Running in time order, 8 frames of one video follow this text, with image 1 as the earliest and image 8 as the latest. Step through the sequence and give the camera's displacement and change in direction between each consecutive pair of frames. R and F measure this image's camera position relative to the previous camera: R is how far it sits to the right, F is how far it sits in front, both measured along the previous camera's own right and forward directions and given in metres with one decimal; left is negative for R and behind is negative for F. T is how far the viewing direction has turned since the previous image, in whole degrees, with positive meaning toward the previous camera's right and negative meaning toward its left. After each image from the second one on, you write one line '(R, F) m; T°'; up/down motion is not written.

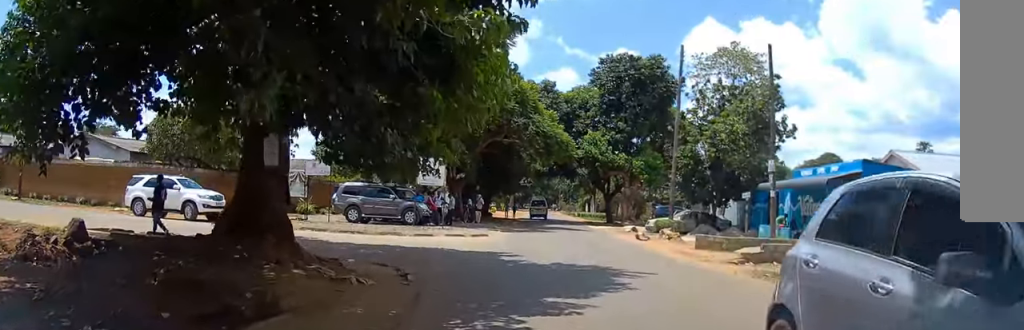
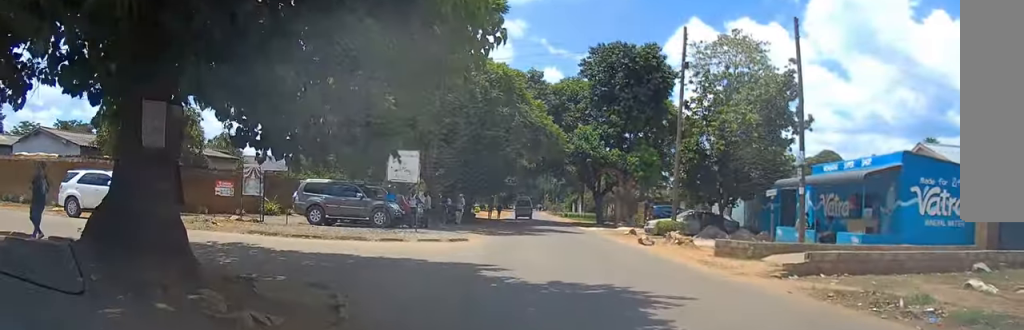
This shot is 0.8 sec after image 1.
(+0.1, +3.8) m; +1°
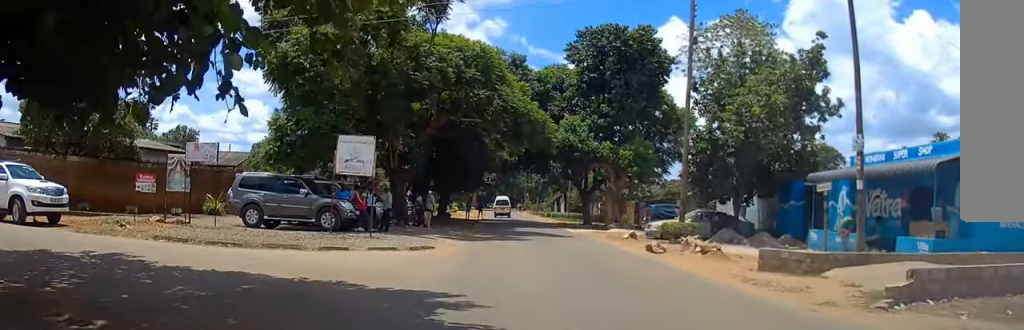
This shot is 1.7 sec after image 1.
(-0.1, +5.1) m; 0°
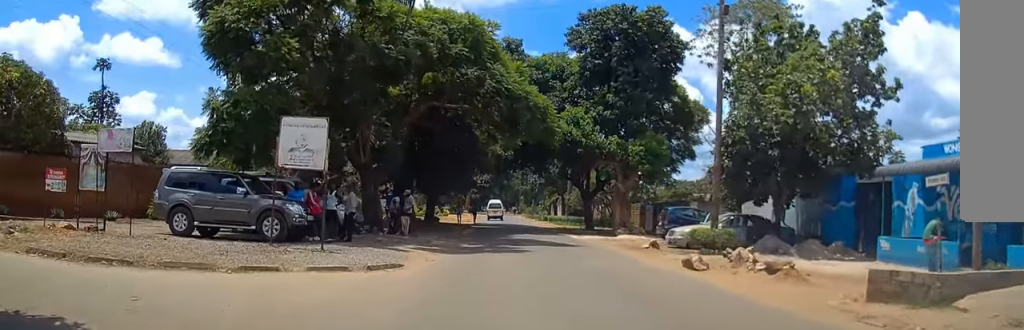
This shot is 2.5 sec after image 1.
(0.0, +5.2) m; +1°
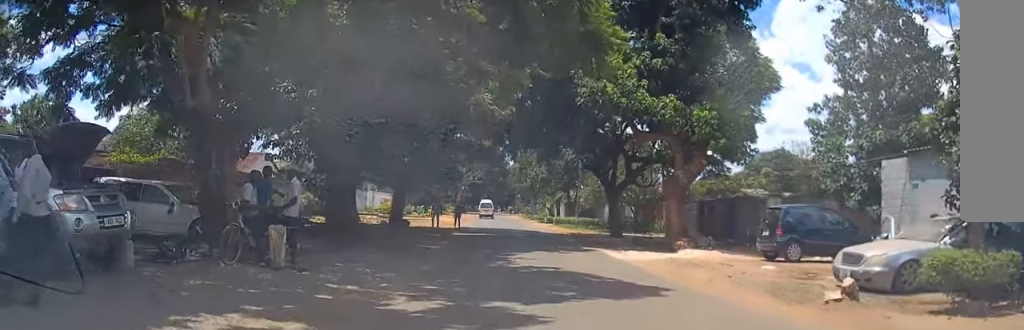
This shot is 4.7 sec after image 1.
(+0.1, +13.8) m; +2°
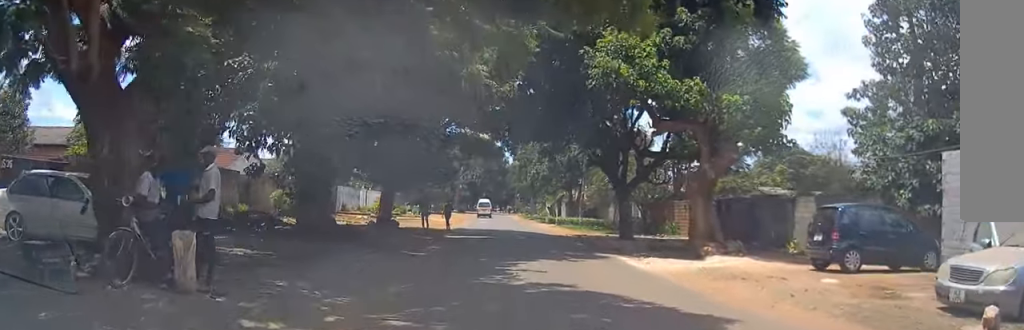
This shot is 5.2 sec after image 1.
(+0.1, +3.4) m; 0°
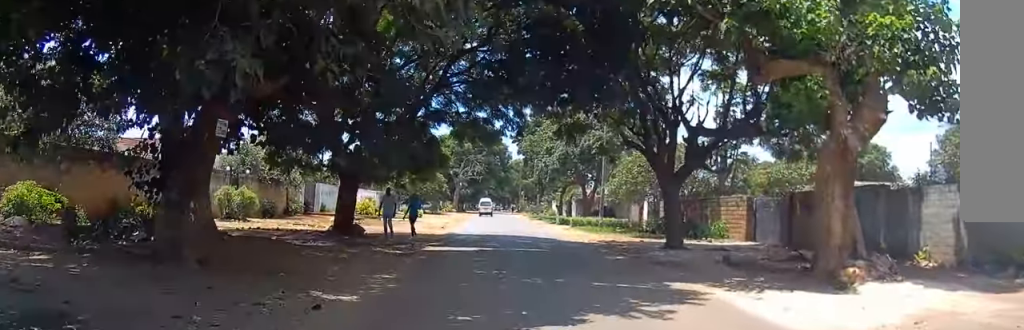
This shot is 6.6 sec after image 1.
(+0.1, +8.9) m; 0°
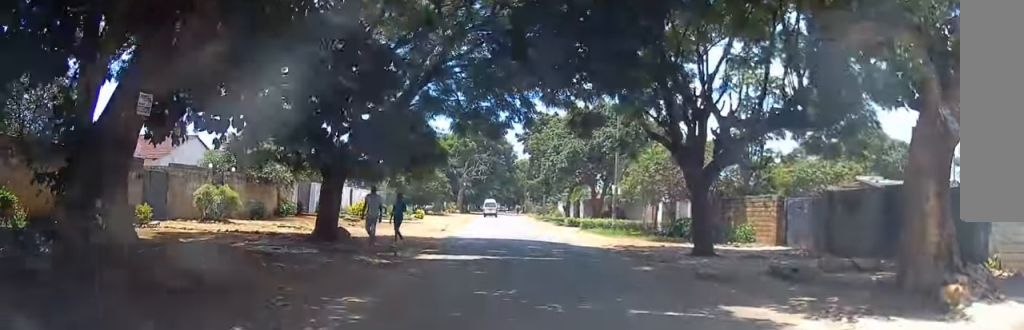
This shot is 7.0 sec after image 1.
(0.0, +3.0) m; -1°
